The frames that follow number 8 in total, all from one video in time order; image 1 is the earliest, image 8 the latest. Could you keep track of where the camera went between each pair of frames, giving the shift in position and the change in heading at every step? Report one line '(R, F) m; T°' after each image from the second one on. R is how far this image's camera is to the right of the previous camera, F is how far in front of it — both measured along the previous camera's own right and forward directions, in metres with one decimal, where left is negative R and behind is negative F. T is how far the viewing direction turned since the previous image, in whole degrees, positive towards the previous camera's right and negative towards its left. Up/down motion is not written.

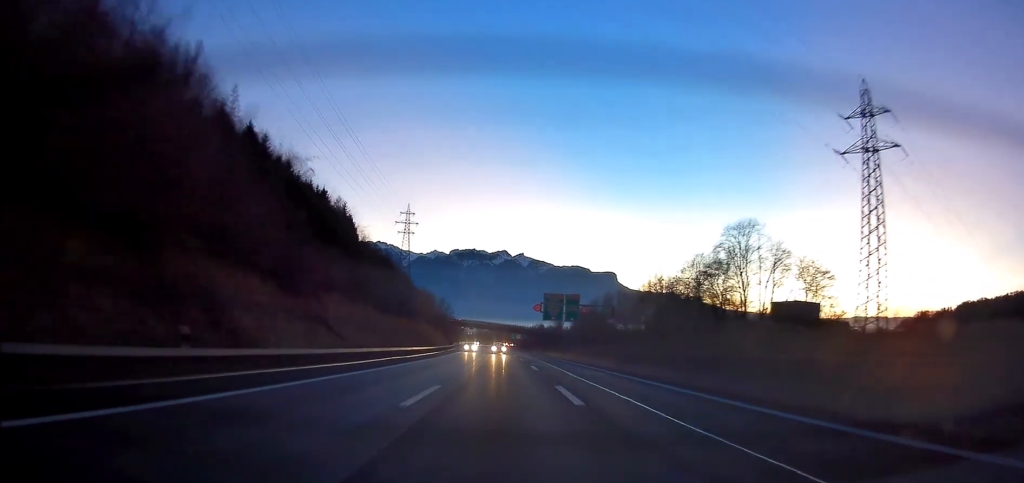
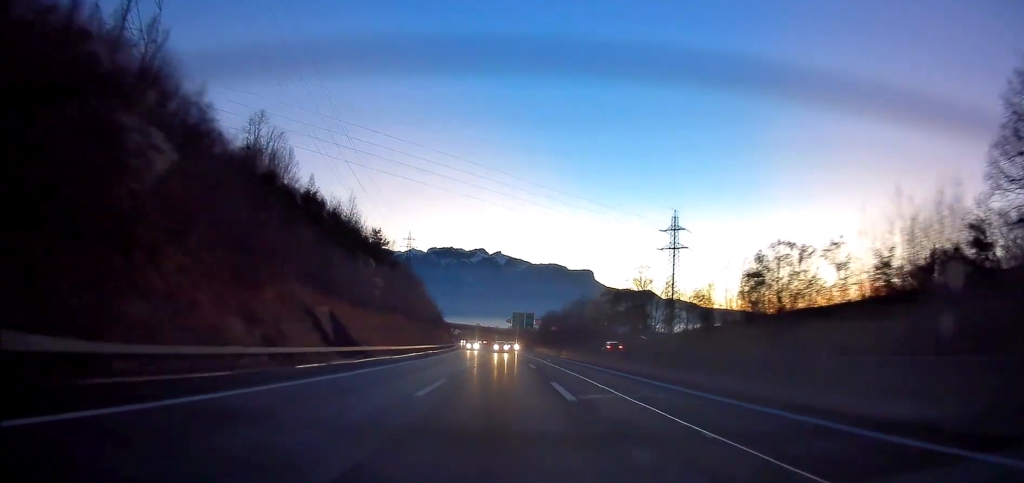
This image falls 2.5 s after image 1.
(+1.3, +73.6) m; +2°
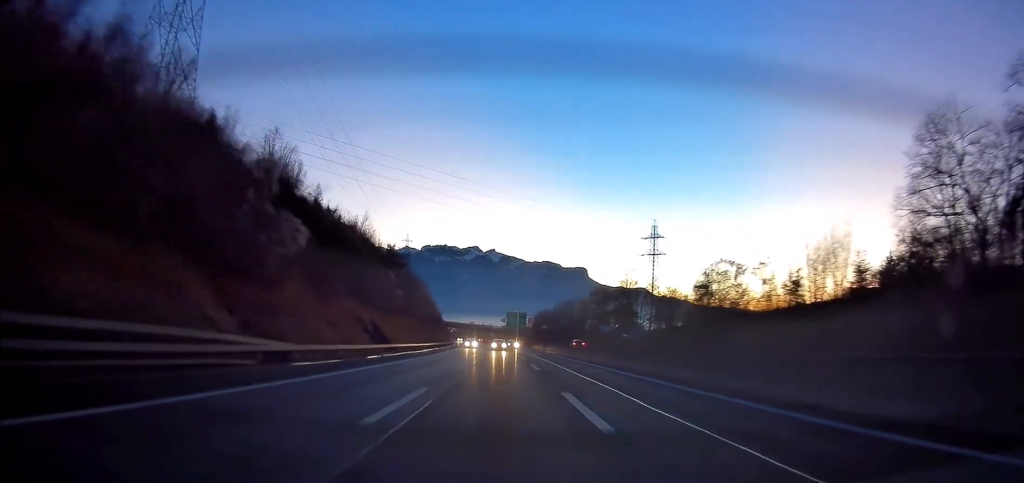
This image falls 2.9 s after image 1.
(+0.1, +13.6) m; 0°
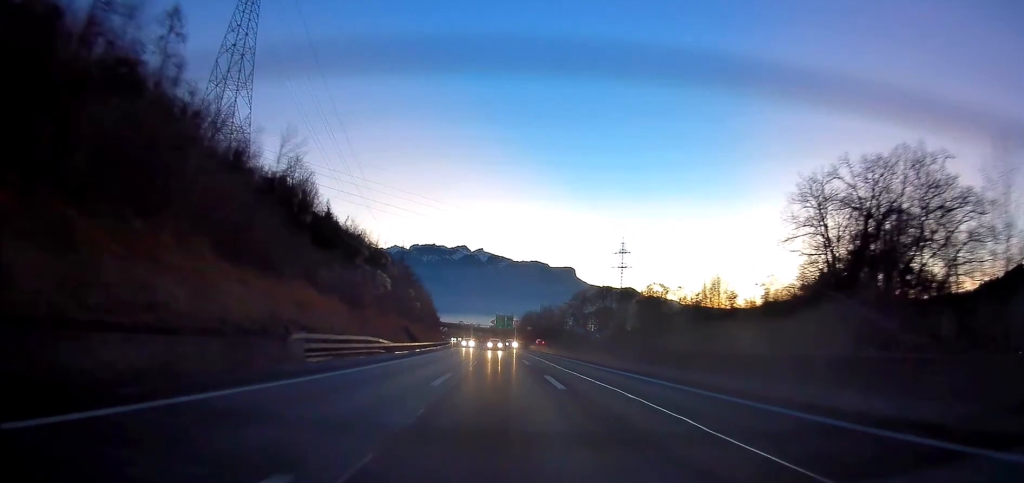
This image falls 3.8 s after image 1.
(+0.2, +25.2) m; +1°
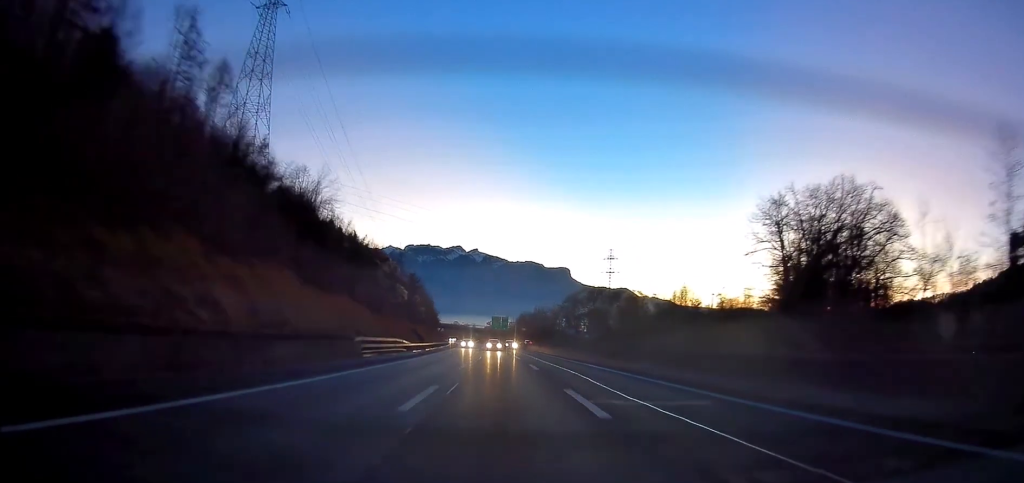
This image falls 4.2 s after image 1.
(+0.1, +11.6) m; 0°
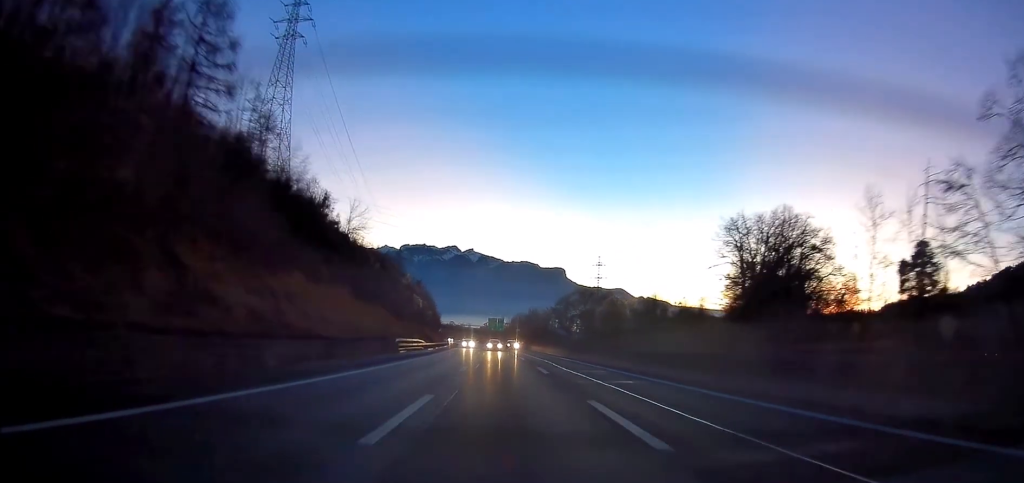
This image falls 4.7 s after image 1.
(0.0, +14.6) m; +1°
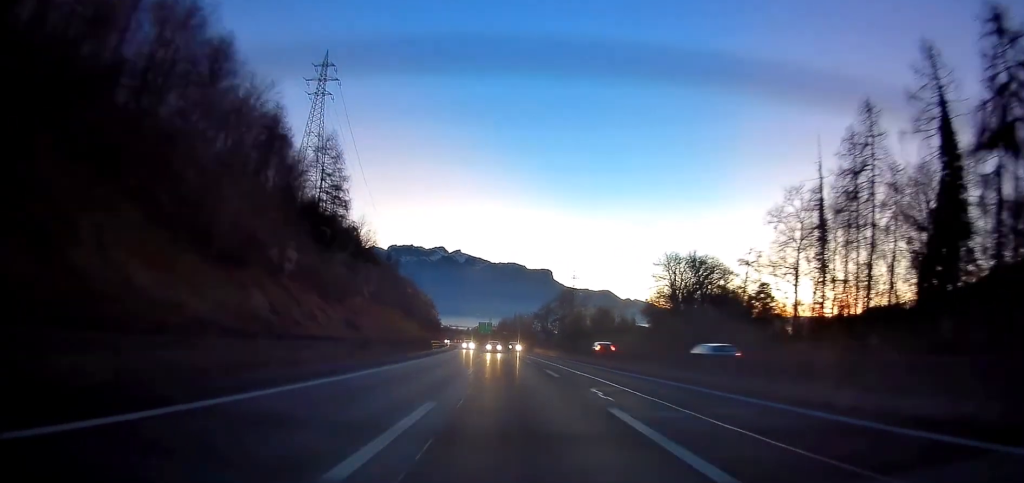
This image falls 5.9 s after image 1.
(+0.6, +34.3) m; +2°
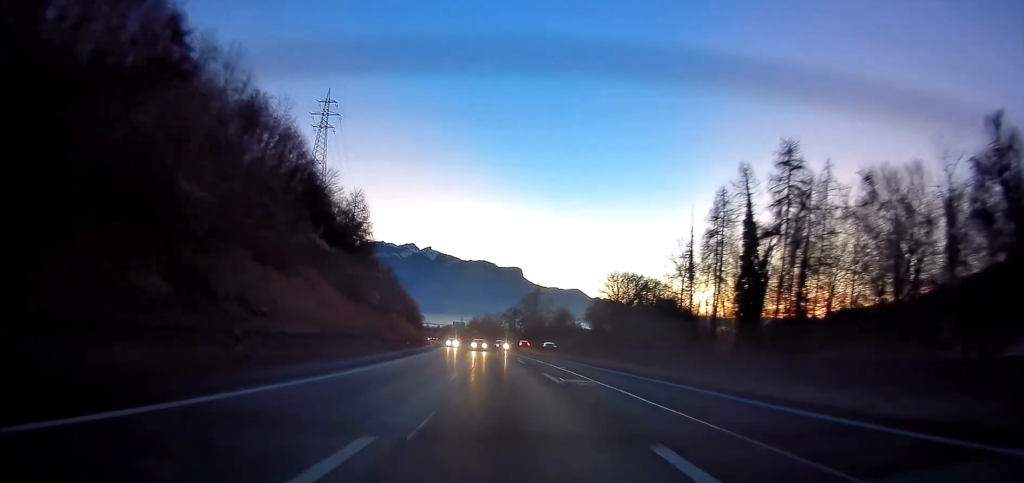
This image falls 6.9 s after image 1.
(+0.5, +31.3) m; +2°
